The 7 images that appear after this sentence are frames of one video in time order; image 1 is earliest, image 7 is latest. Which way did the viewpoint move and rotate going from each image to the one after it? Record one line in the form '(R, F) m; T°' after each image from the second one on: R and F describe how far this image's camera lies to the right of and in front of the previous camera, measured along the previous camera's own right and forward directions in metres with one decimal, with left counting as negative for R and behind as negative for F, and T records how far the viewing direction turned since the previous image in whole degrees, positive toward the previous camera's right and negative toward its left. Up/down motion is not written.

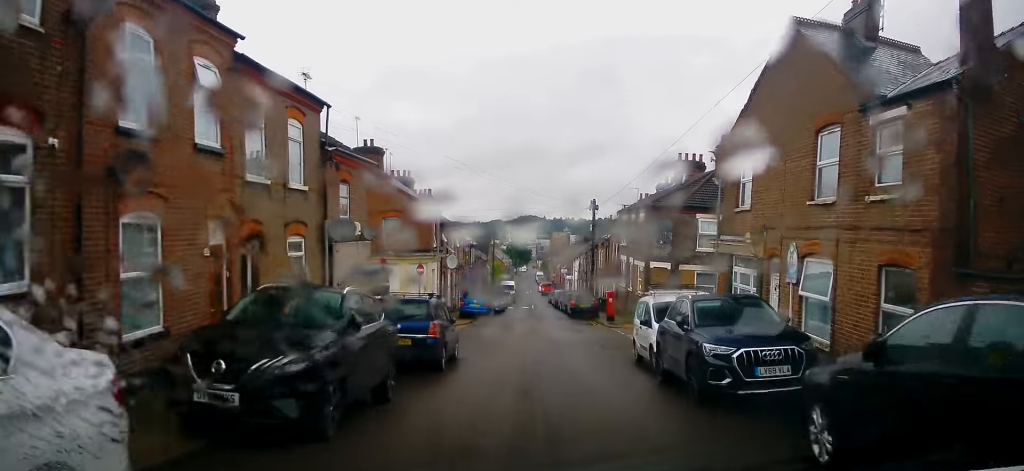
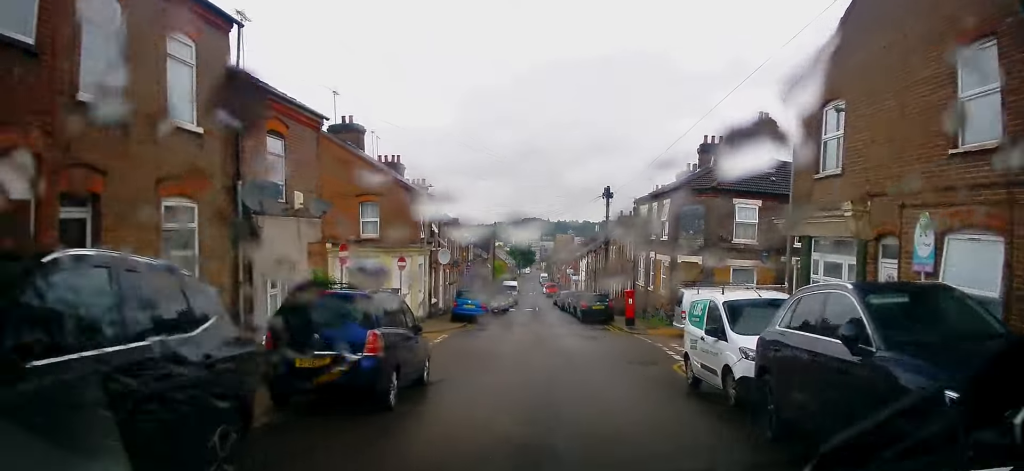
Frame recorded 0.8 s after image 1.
(0.0, +4.7) m; +2°
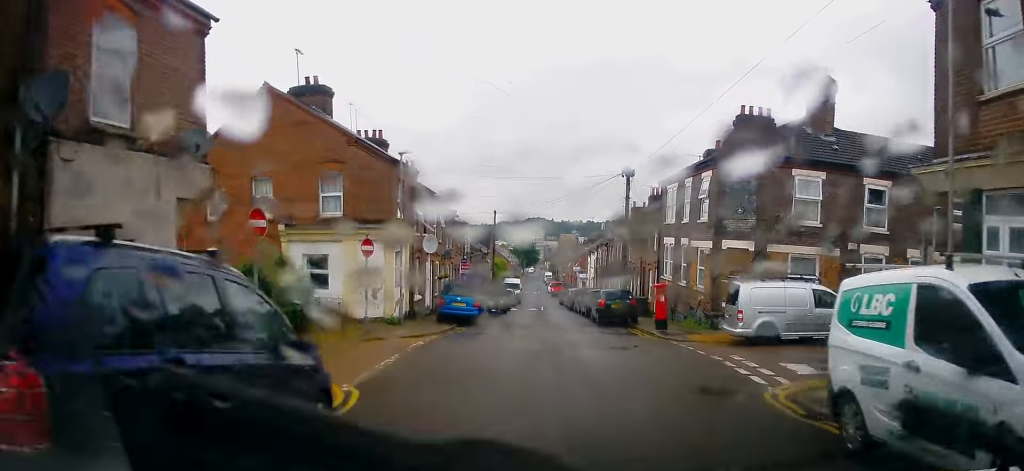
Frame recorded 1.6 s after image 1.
(+0.2, +5.3) m; +2°
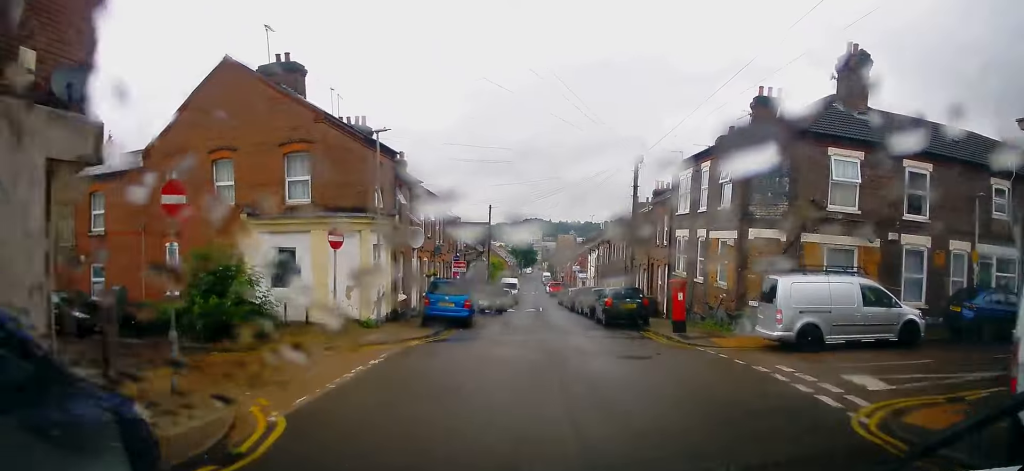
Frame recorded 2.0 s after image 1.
(0.0, +2.7) m; 0°
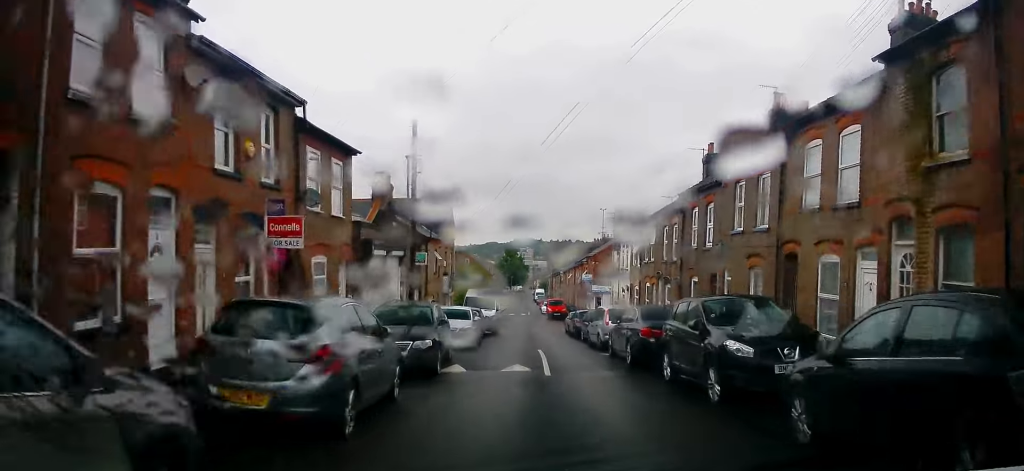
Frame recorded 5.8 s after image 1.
(-0.7, +25.2) m; -1°
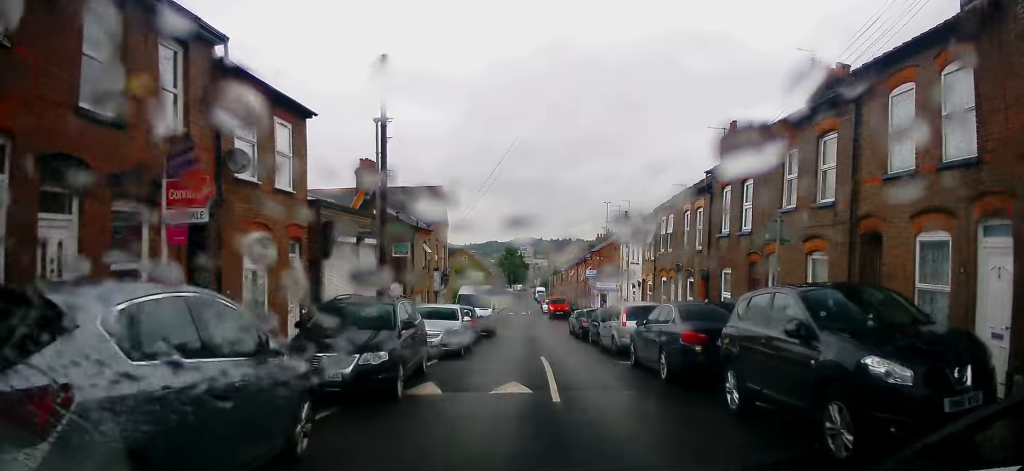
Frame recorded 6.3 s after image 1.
(0.0, +3.7) m; 0°
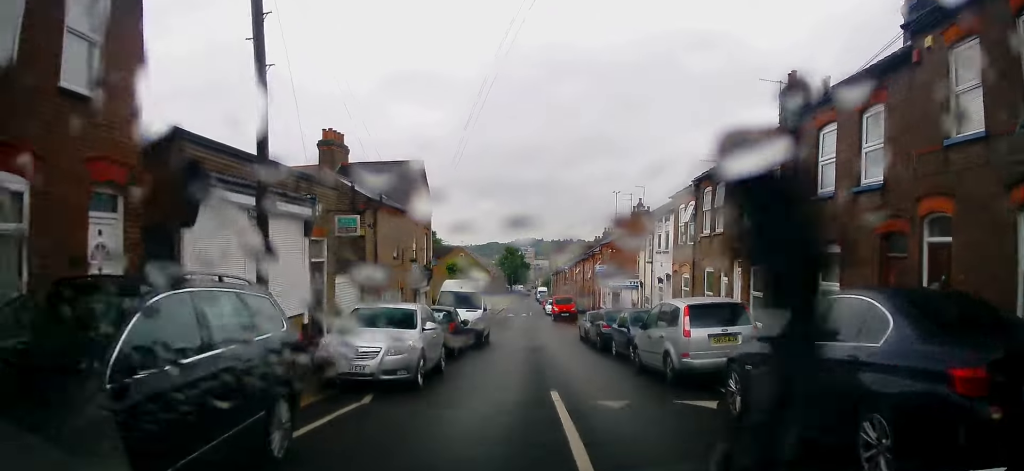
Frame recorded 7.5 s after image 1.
(0.0, +7.0) m; -1°
